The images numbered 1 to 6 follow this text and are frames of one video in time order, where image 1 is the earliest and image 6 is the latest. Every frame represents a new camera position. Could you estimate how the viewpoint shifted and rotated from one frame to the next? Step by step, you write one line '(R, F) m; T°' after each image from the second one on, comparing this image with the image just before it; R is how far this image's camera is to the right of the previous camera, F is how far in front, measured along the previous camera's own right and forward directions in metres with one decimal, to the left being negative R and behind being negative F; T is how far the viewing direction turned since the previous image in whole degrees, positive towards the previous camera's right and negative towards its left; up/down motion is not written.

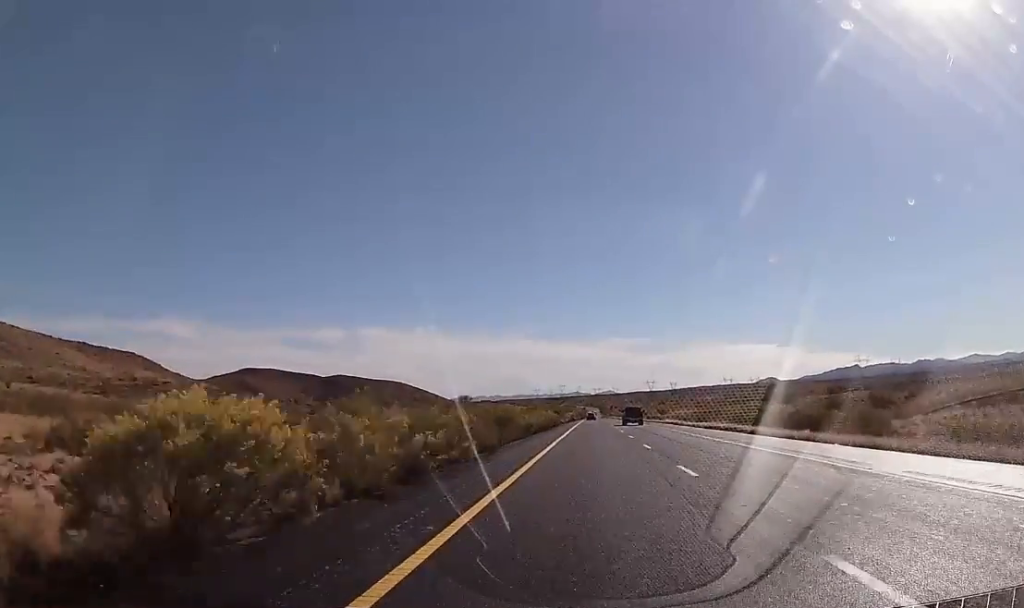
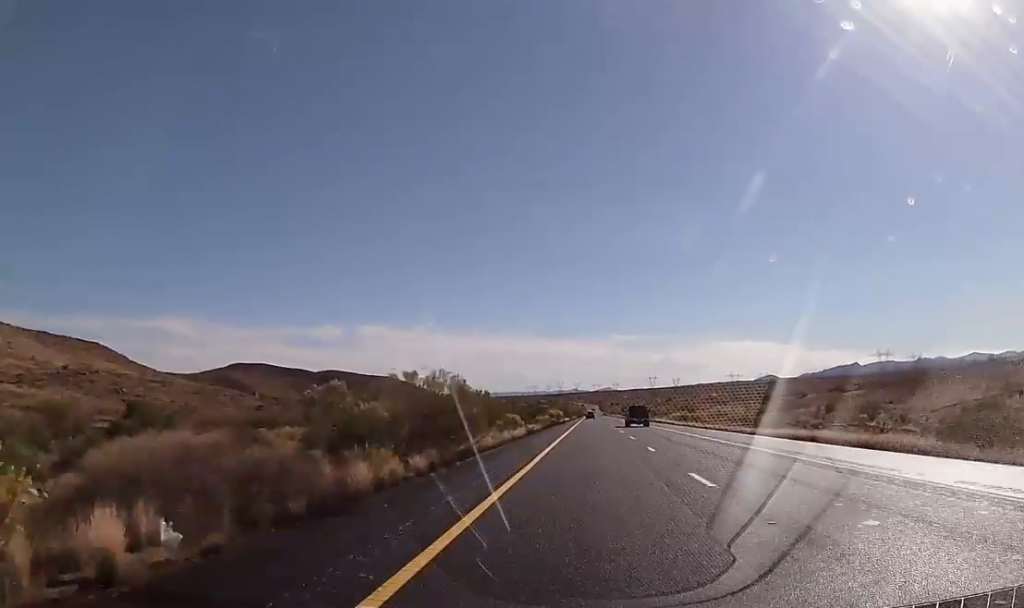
(+0.8, +63.3) m; 0°
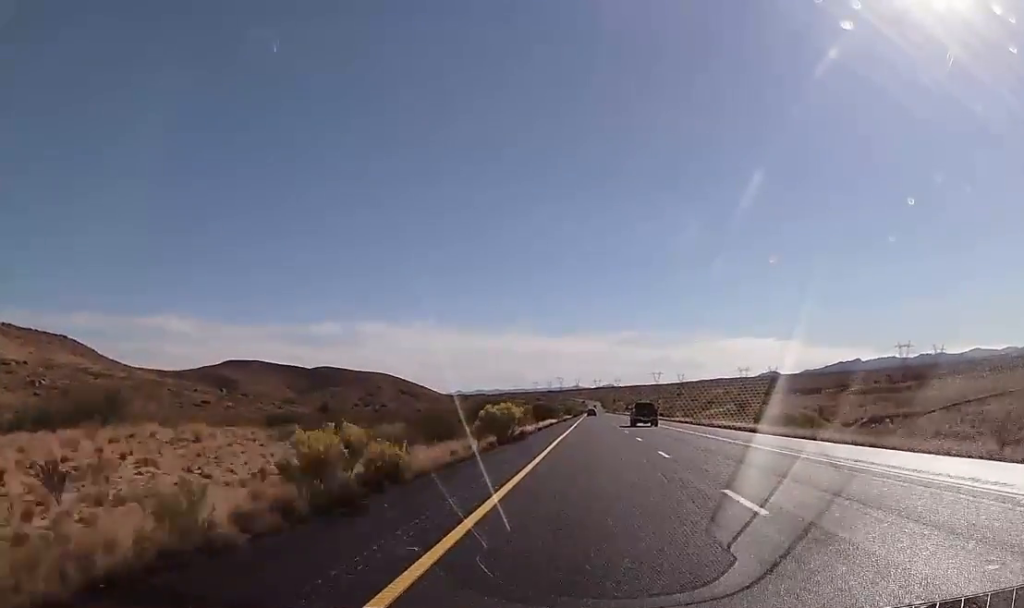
(-1.0, +54.4) m; 0°
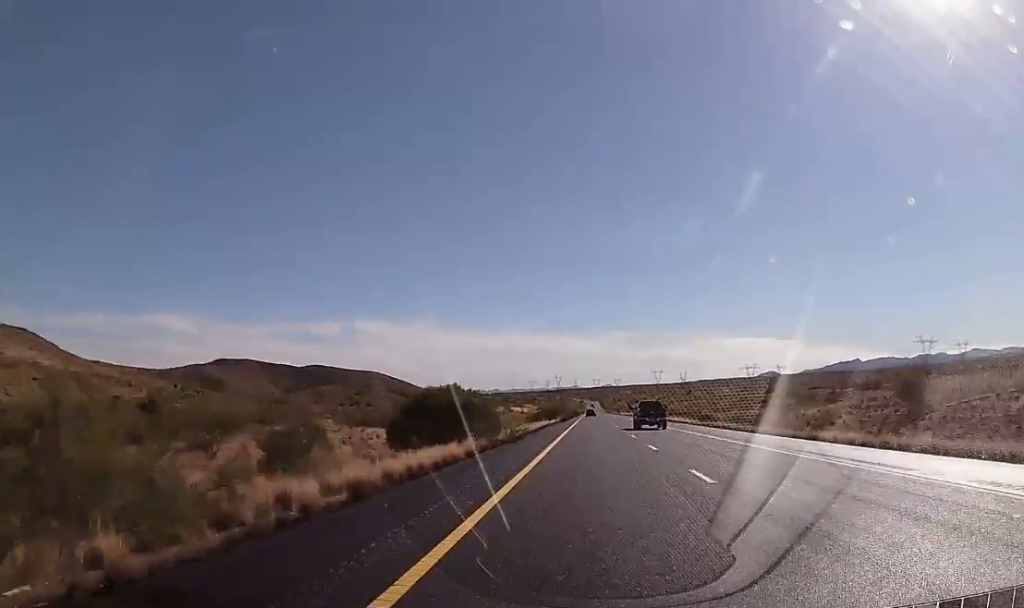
(+1.2, +56.9) m; 0°
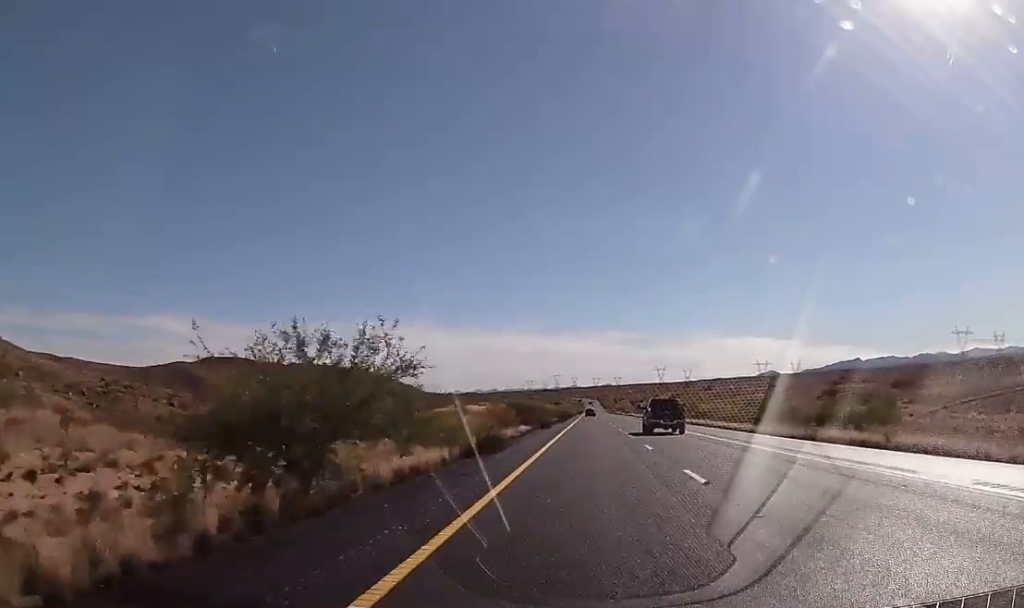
(-1.0, +73.3) m; 0°
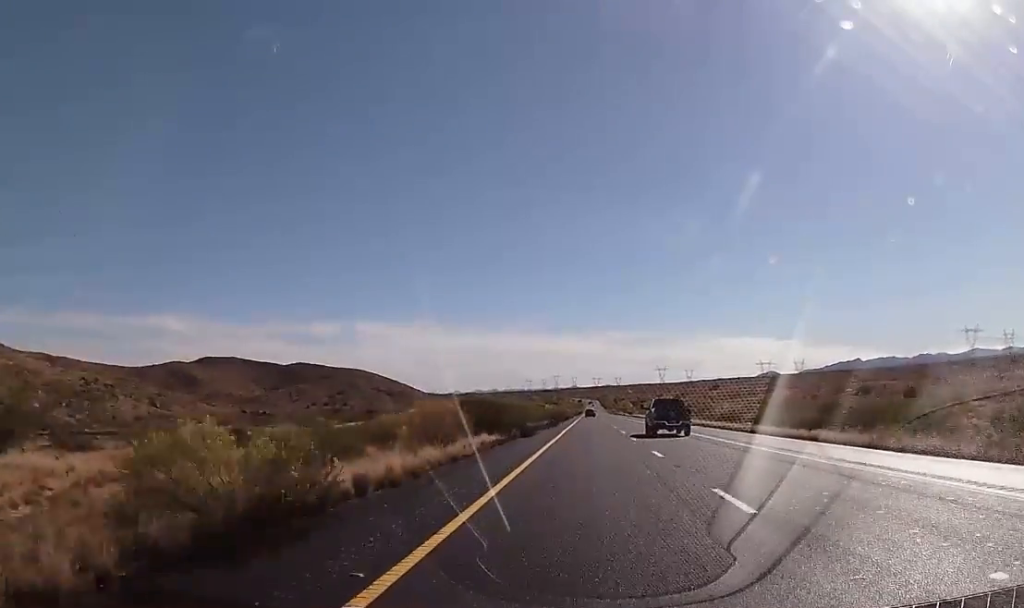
(+0.2, +16.4) m; 0°
